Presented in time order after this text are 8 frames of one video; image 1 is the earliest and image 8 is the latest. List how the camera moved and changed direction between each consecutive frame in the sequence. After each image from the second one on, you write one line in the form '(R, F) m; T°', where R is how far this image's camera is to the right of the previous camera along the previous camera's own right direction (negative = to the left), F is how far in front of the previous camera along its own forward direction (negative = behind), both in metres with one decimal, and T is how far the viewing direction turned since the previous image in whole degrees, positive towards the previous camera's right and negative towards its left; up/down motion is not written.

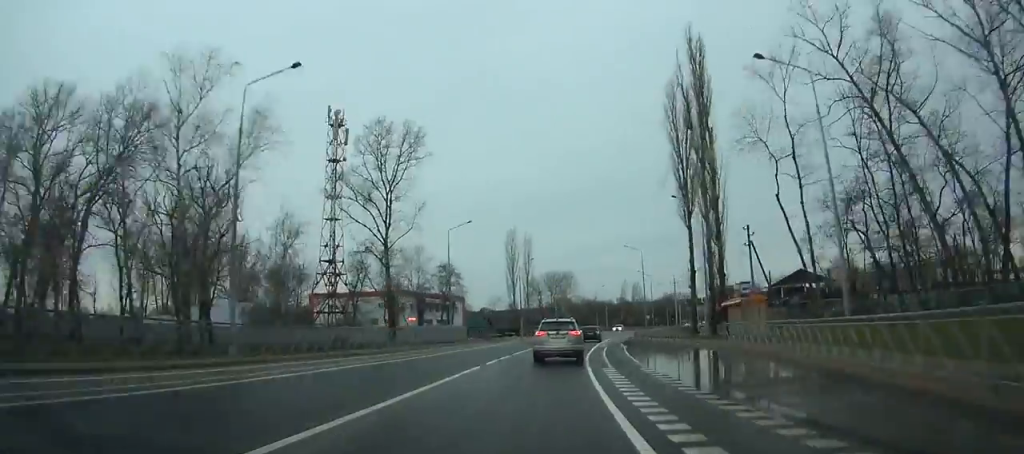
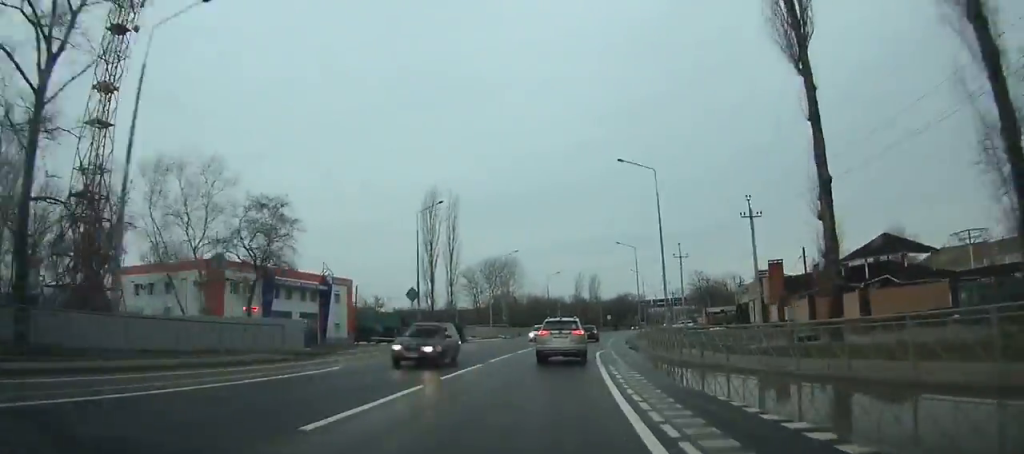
(+1.9, +37.0) m; +4°
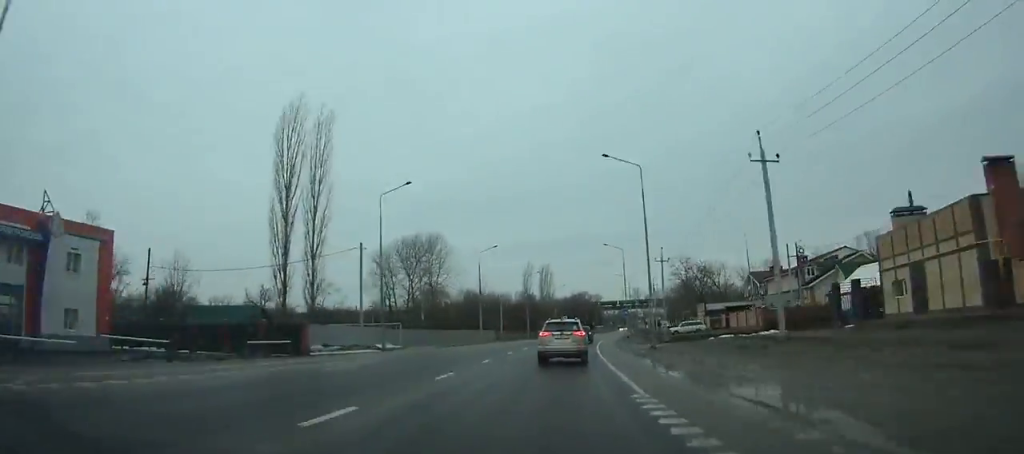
(+1.4, +36.4) m; +4°
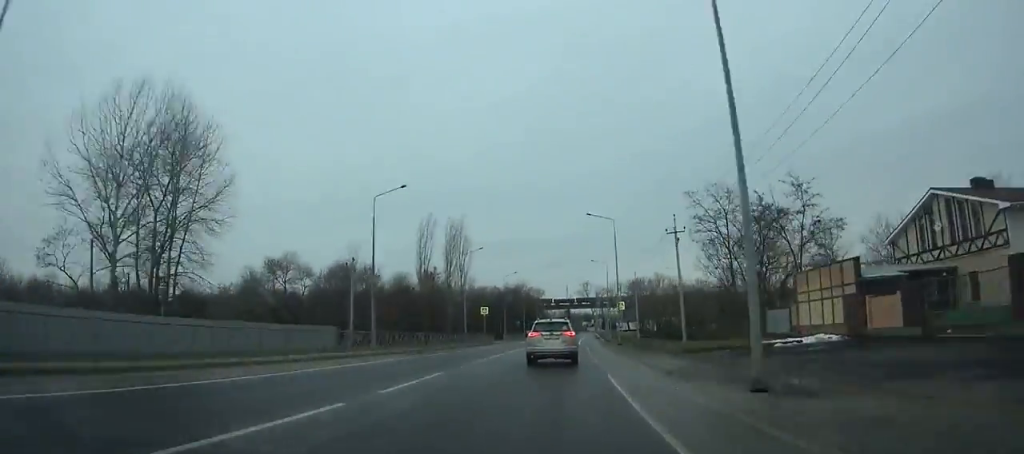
(+3.1, +58.6) m; +5°
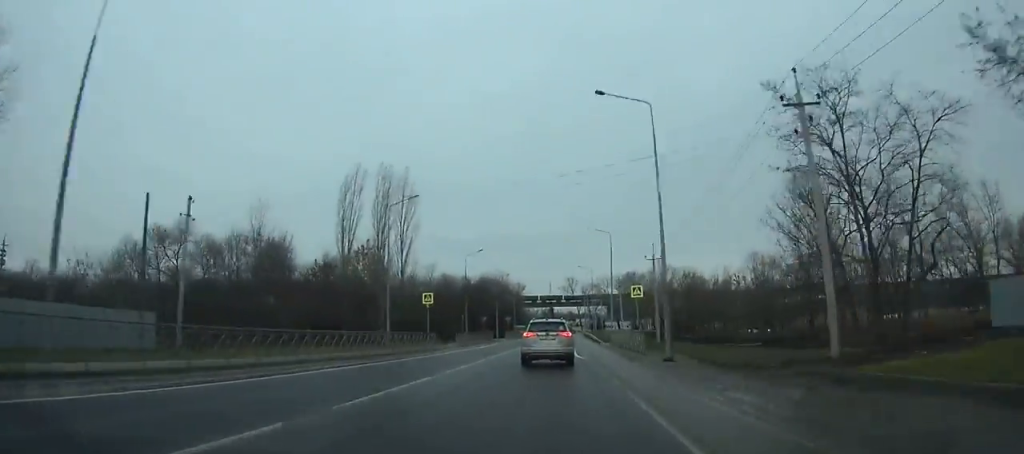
(+0.3, +25.8) m; +2°
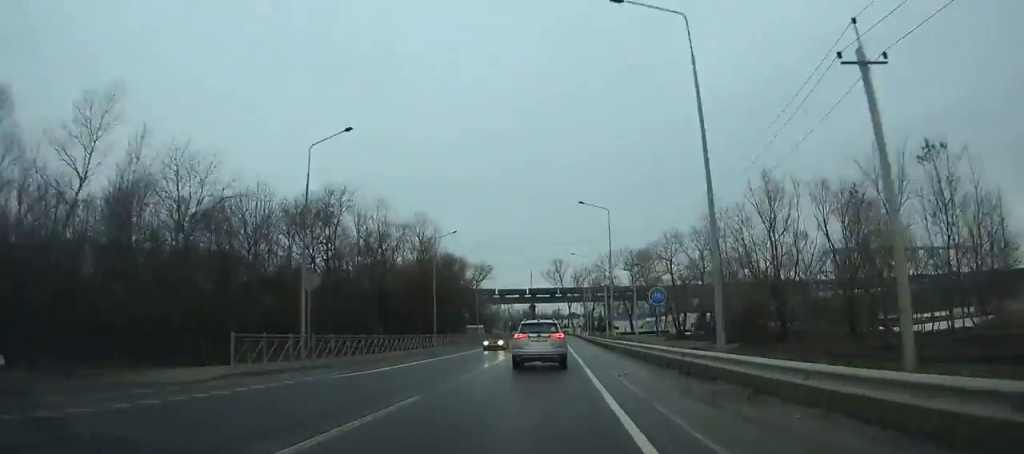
(+1.7, +74.1) m; +2°
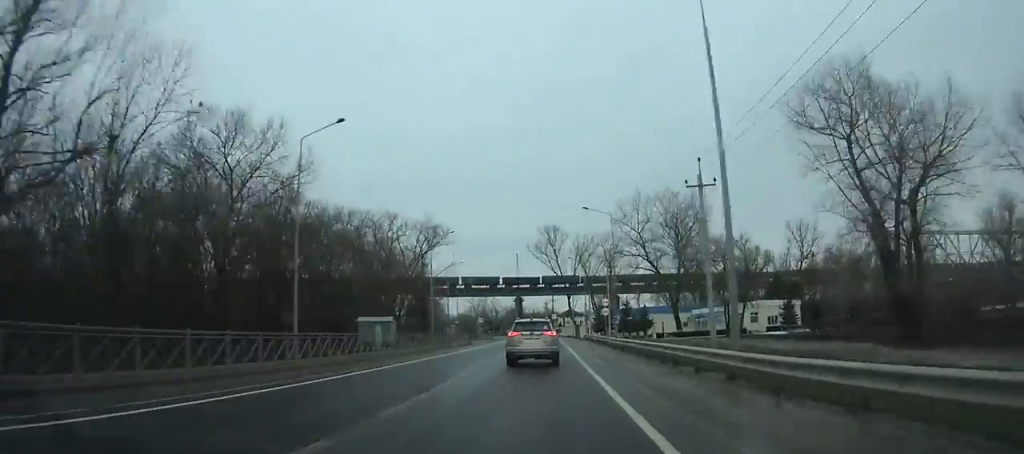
(+0.1, +61.3) m; 0°
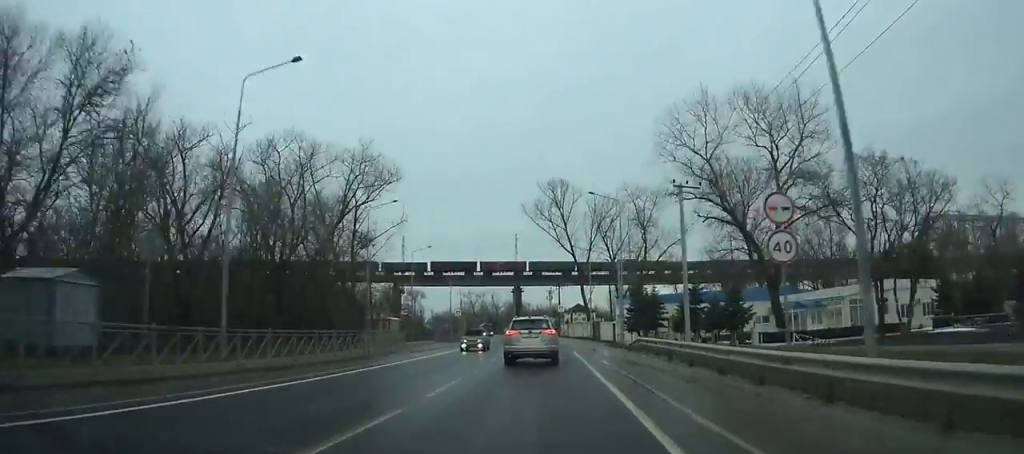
(-0.3, +37.2) m; -1°
